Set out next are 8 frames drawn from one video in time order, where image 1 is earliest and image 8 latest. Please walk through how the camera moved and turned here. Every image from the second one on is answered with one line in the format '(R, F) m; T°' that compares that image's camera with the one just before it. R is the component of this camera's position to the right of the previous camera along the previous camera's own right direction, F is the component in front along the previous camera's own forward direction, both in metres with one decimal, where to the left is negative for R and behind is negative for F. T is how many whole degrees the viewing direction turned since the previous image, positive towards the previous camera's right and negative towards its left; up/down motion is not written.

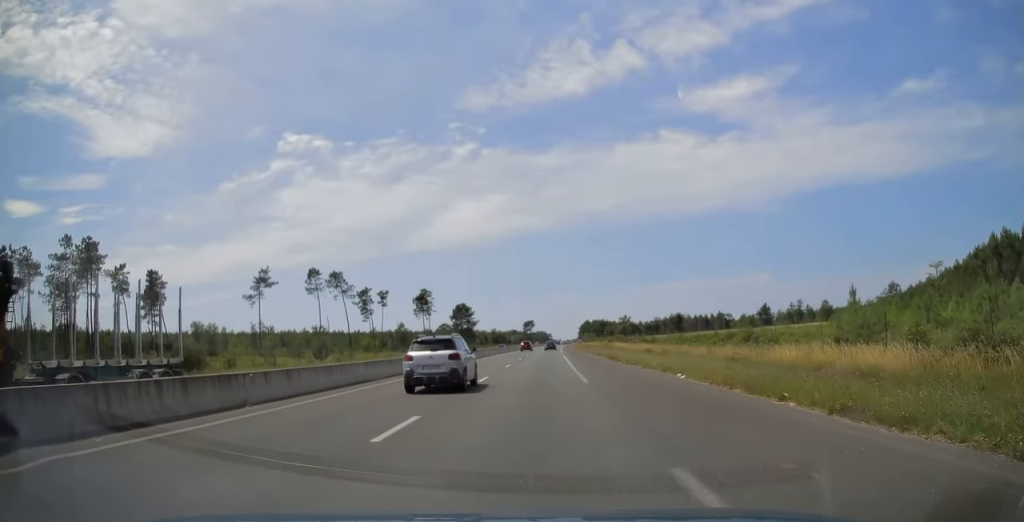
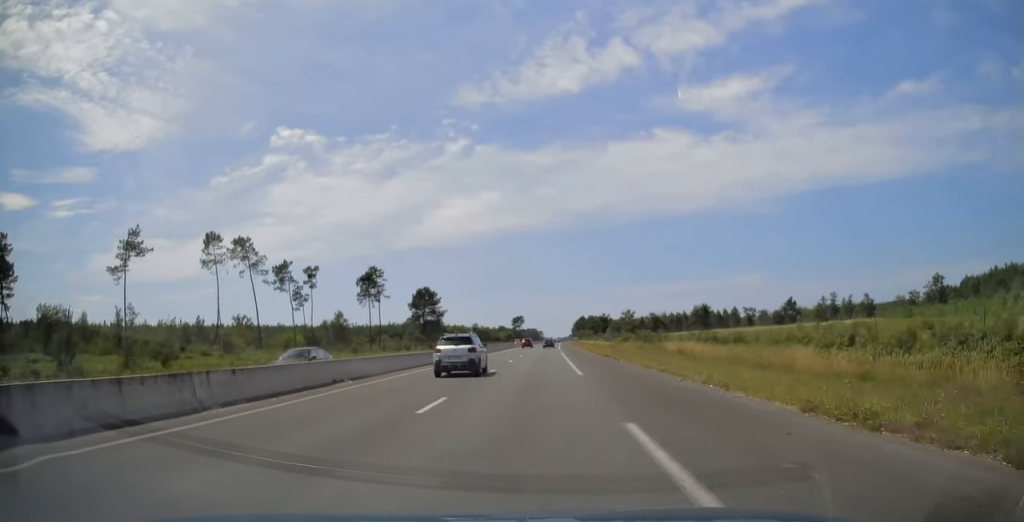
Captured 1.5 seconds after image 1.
(+0.7, +49.0) m; +1°
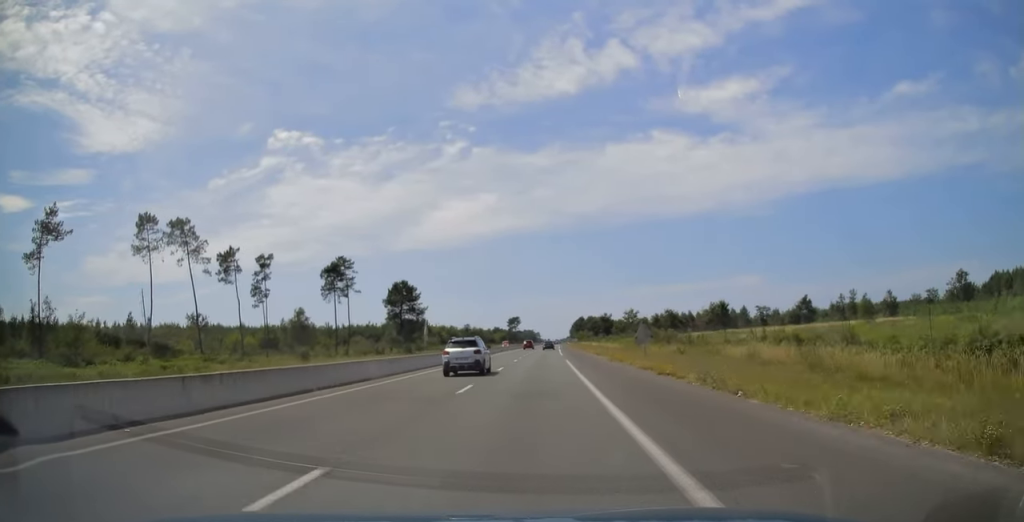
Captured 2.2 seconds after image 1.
(-0.1, +21.0) m; +1°
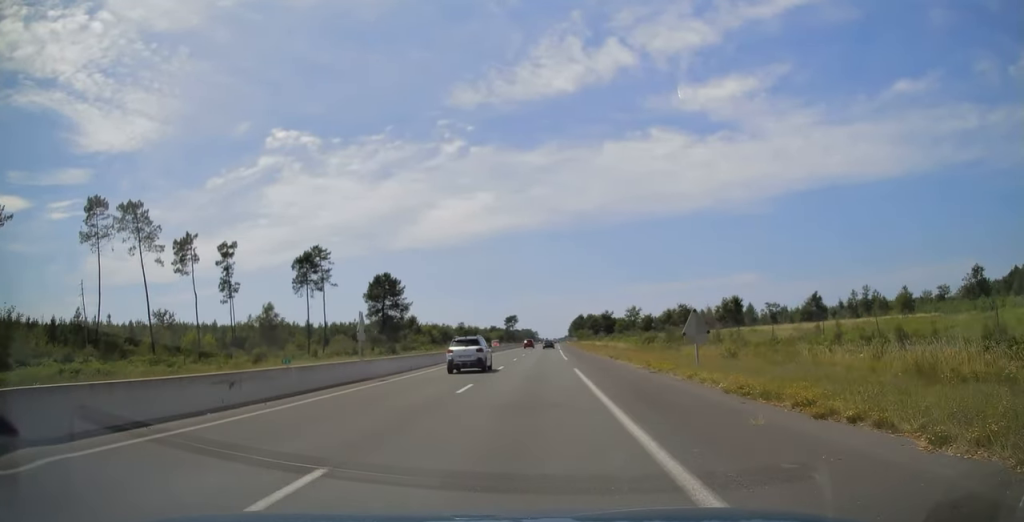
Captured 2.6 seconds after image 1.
(+0.2, +12.9) m; 0°
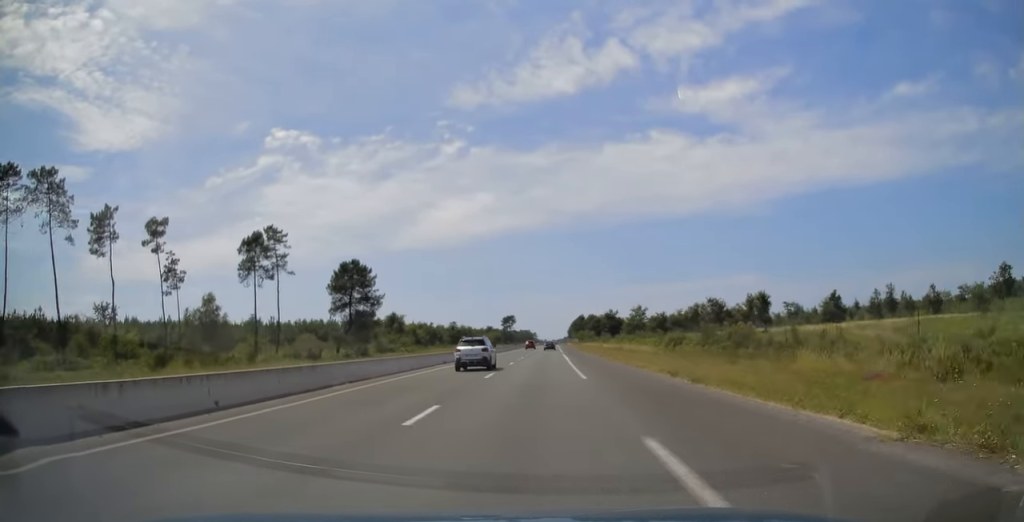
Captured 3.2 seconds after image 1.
(+0.3, +19.4) m; 0°
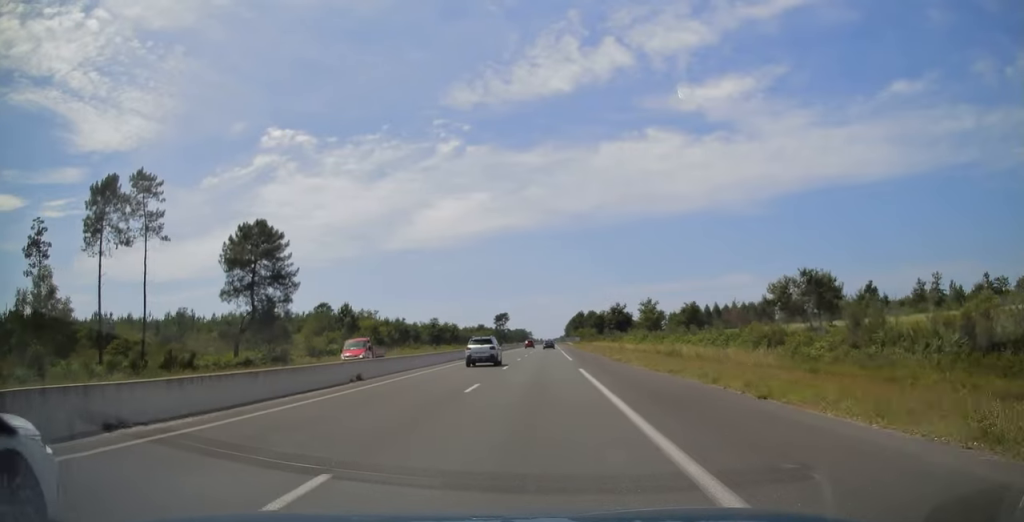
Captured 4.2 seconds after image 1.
(-0.5, +32.8) m; 0°
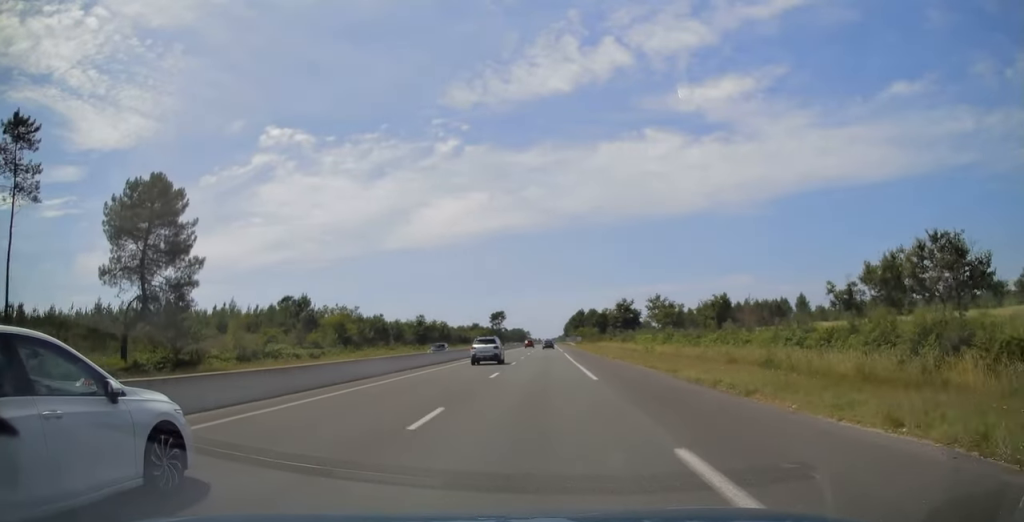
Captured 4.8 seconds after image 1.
(+0.2, +19.9) m; 0°
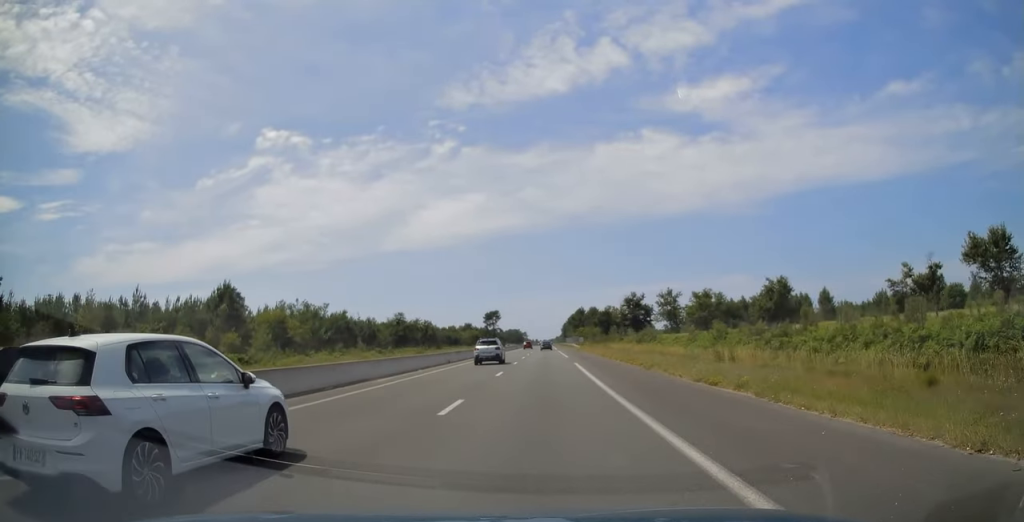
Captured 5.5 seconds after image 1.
(0.0, +23.7) m; 0°
